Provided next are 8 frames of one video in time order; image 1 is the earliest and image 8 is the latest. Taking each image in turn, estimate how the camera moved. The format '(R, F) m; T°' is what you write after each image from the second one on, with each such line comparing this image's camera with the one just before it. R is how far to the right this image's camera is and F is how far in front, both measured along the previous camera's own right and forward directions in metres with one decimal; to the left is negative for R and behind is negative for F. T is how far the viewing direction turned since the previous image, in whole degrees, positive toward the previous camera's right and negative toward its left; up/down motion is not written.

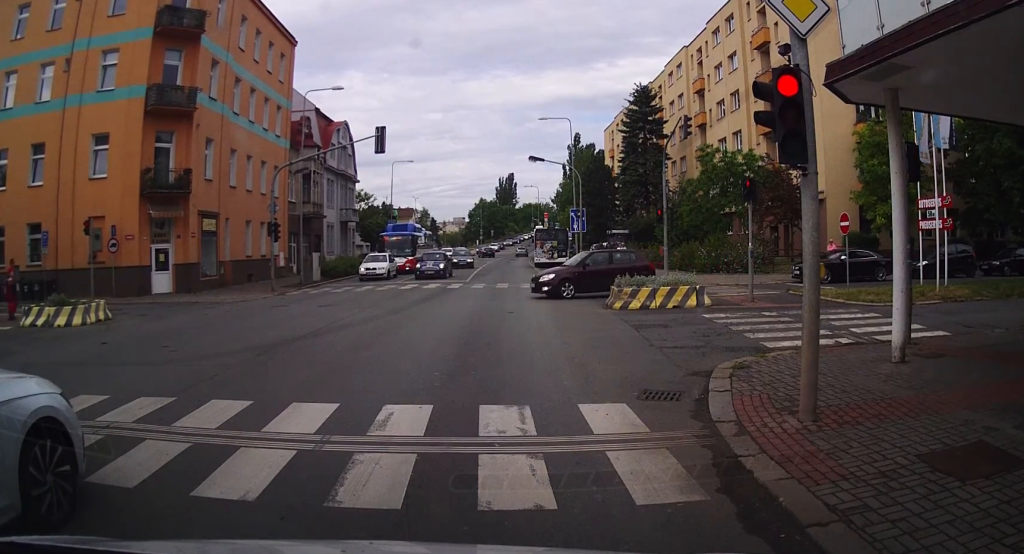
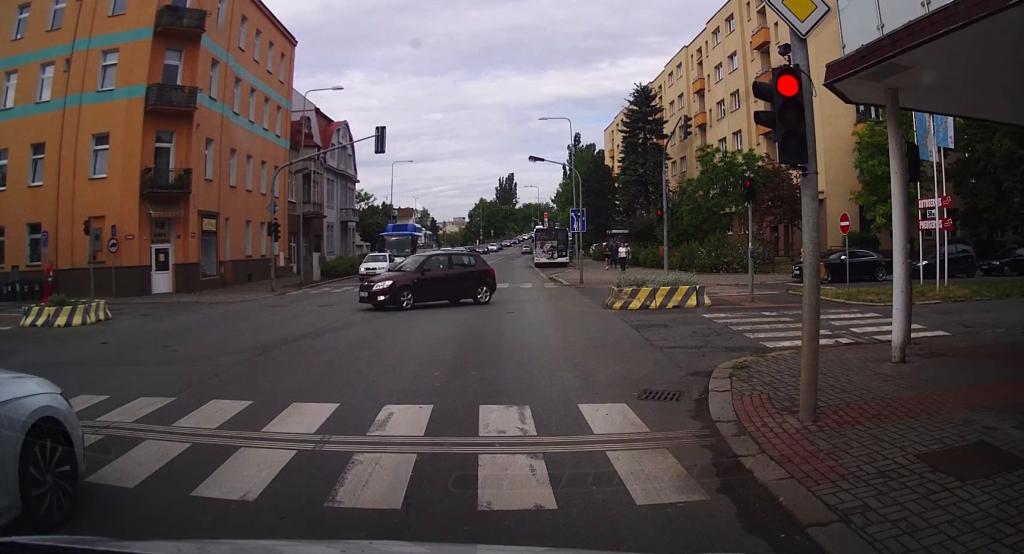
(0.0, 0.0) m; 0°
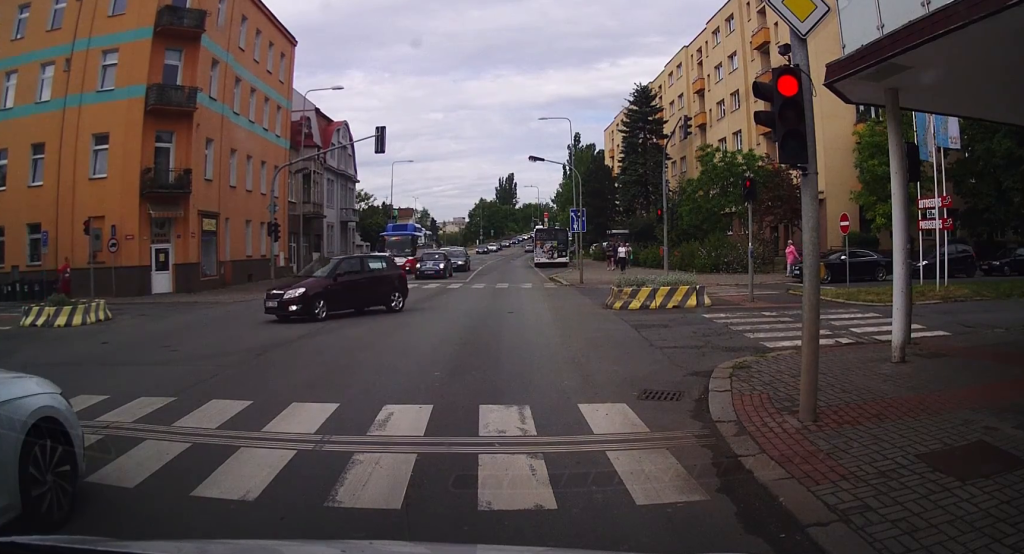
(0.0, 0.0) m; 0°
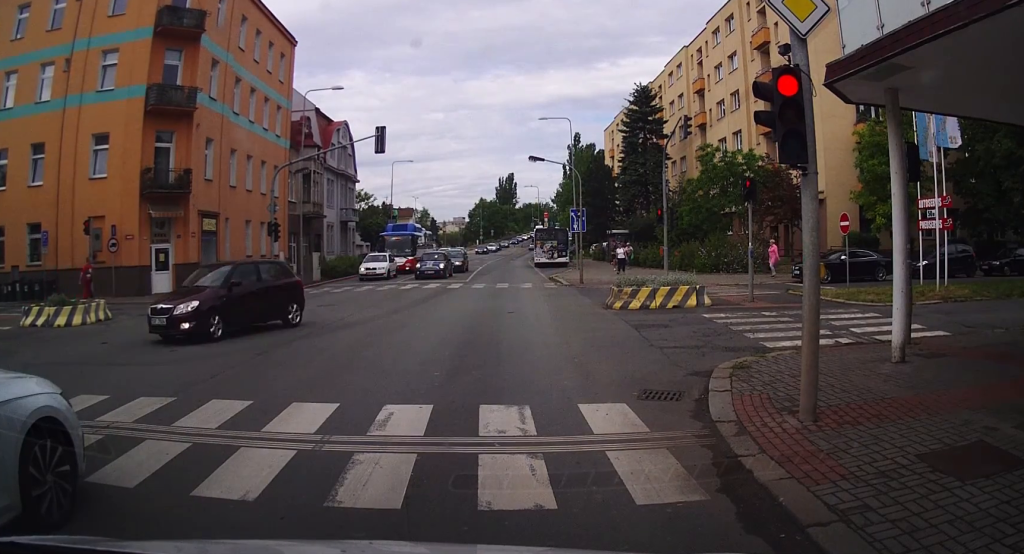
(0.0, 0.0) m; 0°
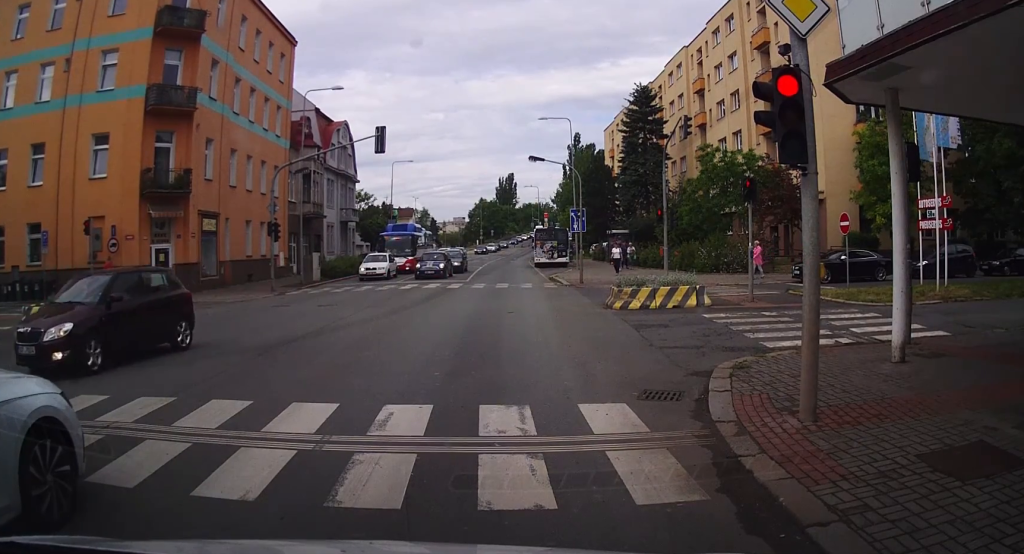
(0.0, 0.0) m; 0°
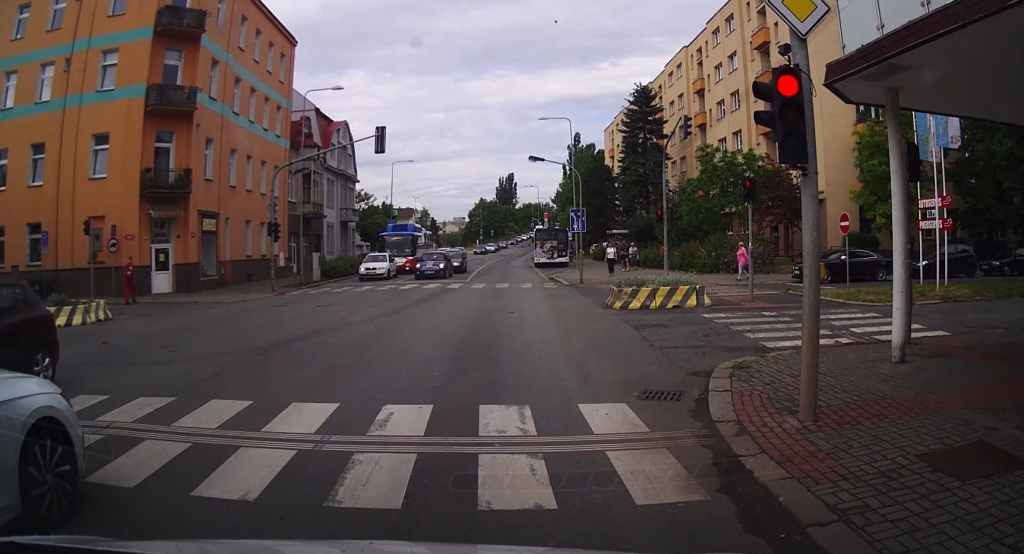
(0.0, 0.0) m; 0°
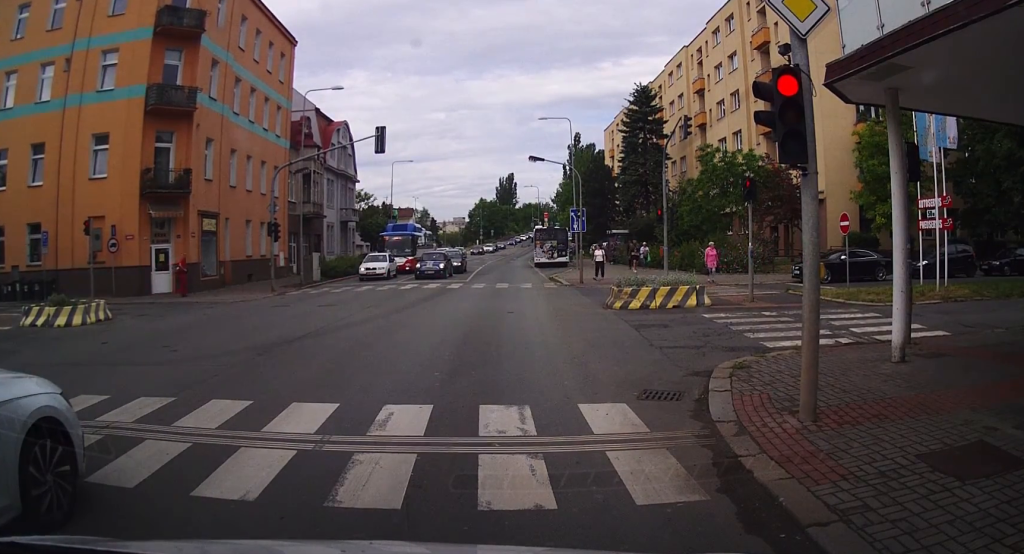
(0.0, 0.0) m; 0°
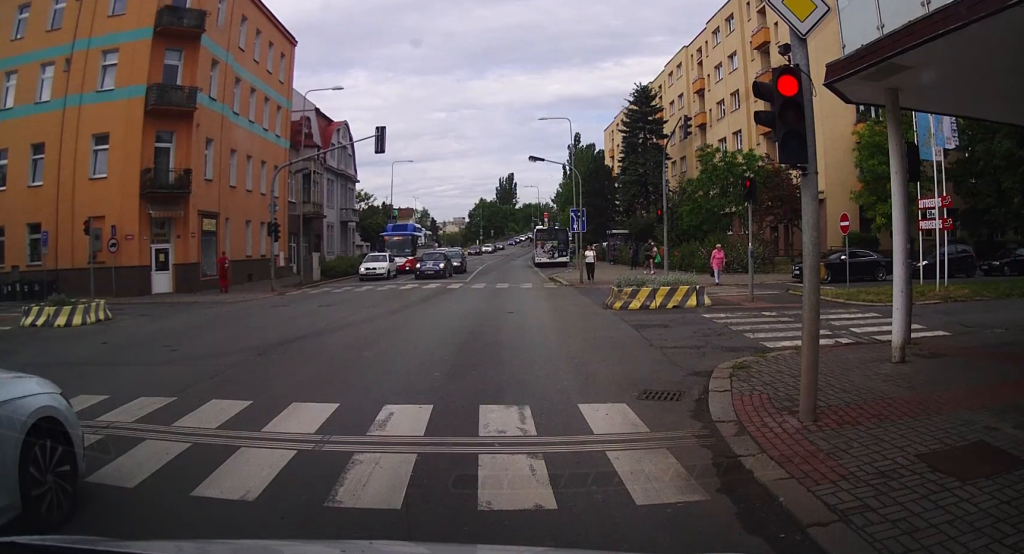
(0.0, 0.0) m; 0°
